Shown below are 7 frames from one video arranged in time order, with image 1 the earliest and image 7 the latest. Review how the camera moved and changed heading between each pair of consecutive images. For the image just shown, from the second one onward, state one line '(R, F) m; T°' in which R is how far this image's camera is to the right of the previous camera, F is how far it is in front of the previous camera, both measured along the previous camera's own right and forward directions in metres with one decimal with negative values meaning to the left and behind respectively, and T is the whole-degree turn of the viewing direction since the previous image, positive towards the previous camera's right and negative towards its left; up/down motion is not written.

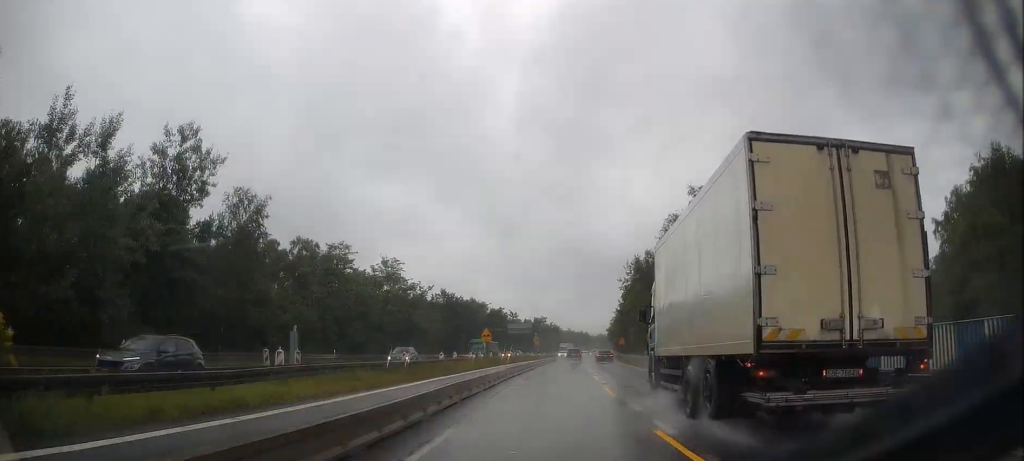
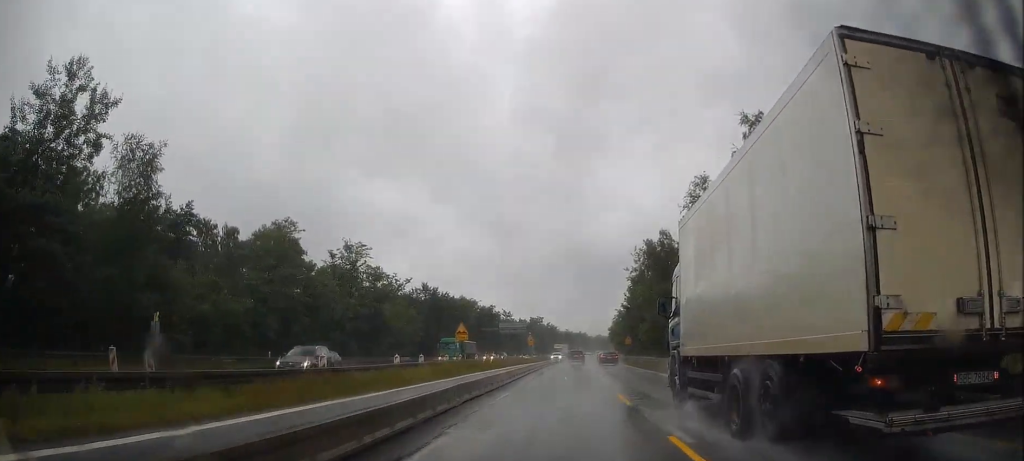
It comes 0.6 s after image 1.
(+0.1, +13.1) m; 0°
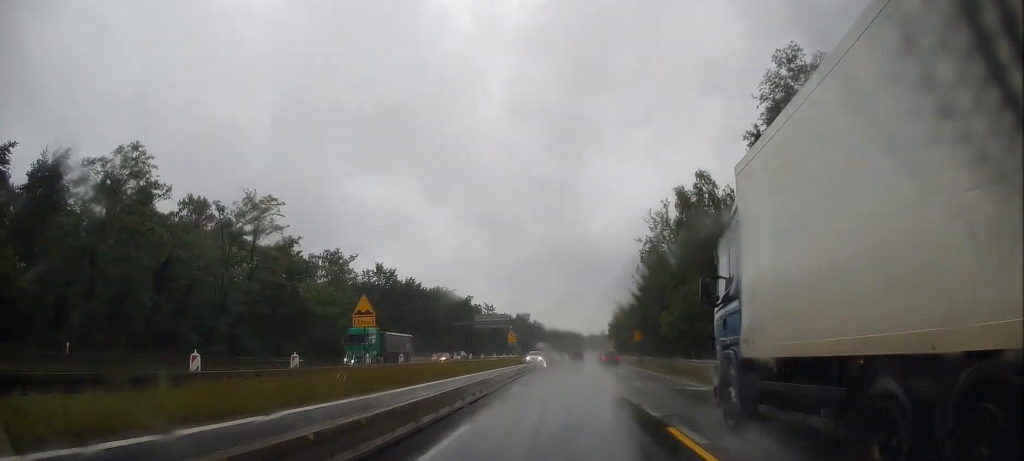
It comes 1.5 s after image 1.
(+0.2, +20.5) m; +1°
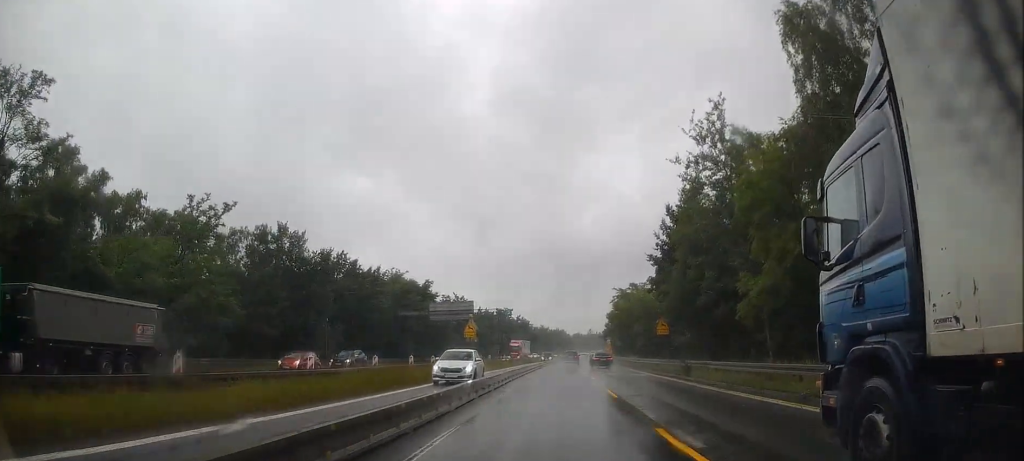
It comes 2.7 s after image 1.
(+0.2, +24.8) m; +1°
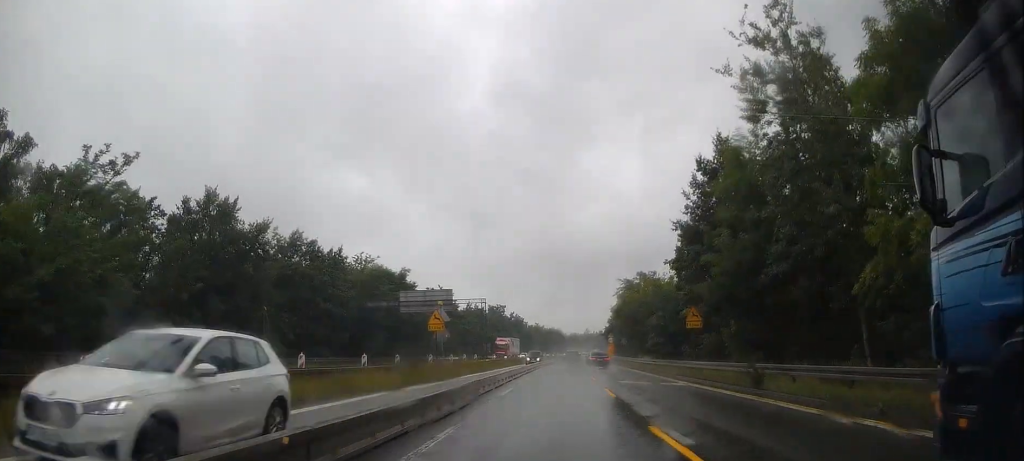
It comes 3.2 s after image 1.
(+0.1, +11.6) m; +1°
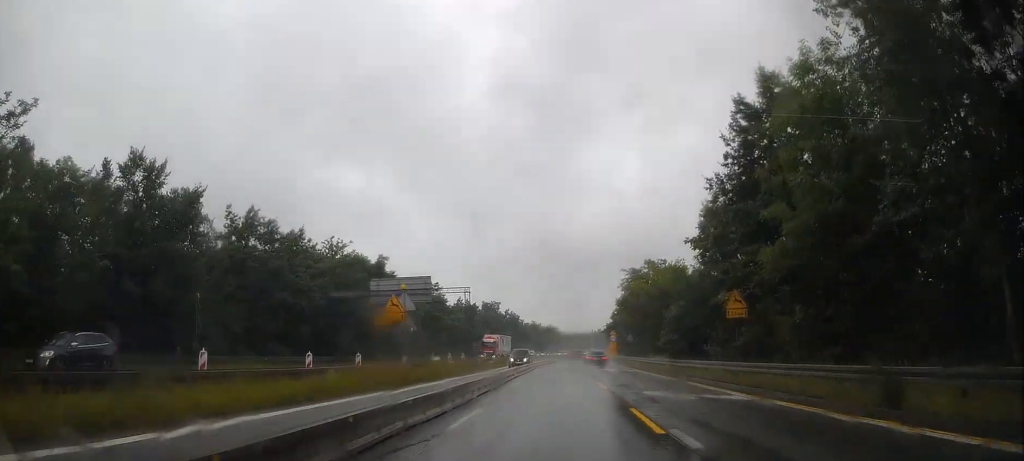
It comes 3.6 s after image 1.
(0.0, +8.6) m; 0°
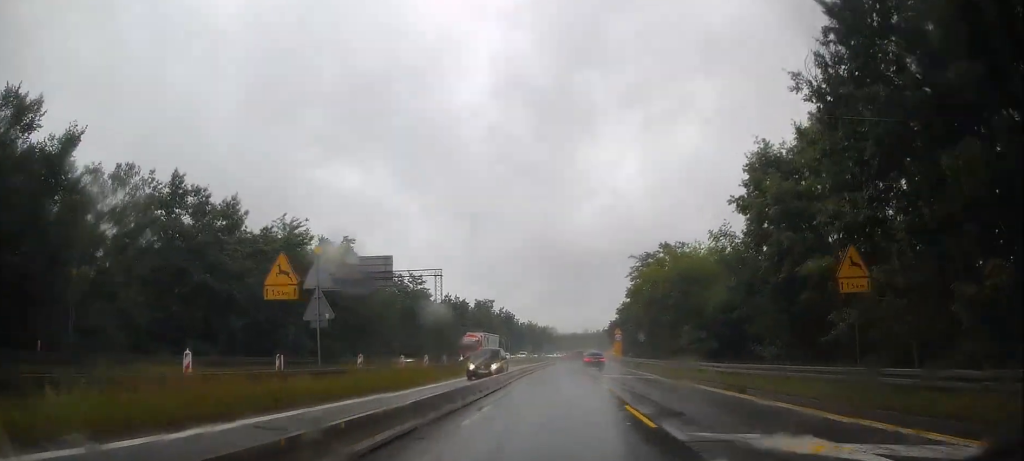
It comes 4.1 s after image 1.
(-0.1, +10.8) m; 0°
